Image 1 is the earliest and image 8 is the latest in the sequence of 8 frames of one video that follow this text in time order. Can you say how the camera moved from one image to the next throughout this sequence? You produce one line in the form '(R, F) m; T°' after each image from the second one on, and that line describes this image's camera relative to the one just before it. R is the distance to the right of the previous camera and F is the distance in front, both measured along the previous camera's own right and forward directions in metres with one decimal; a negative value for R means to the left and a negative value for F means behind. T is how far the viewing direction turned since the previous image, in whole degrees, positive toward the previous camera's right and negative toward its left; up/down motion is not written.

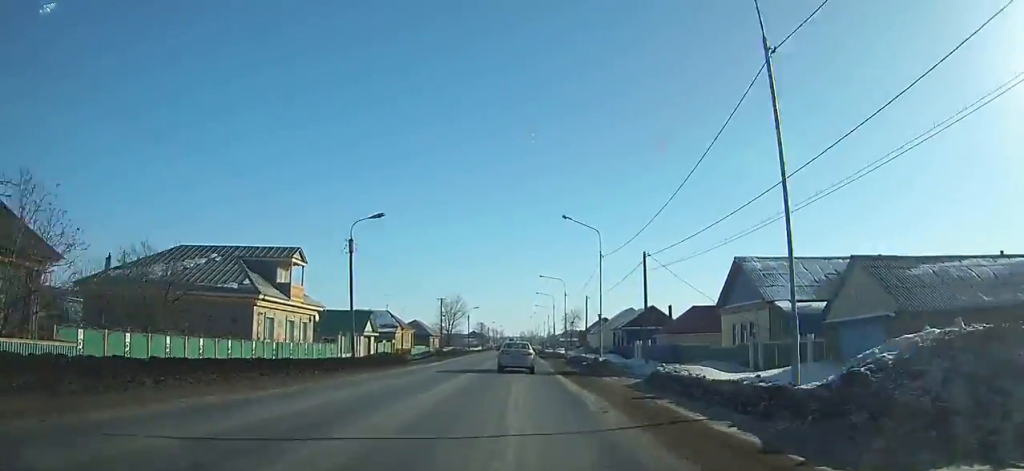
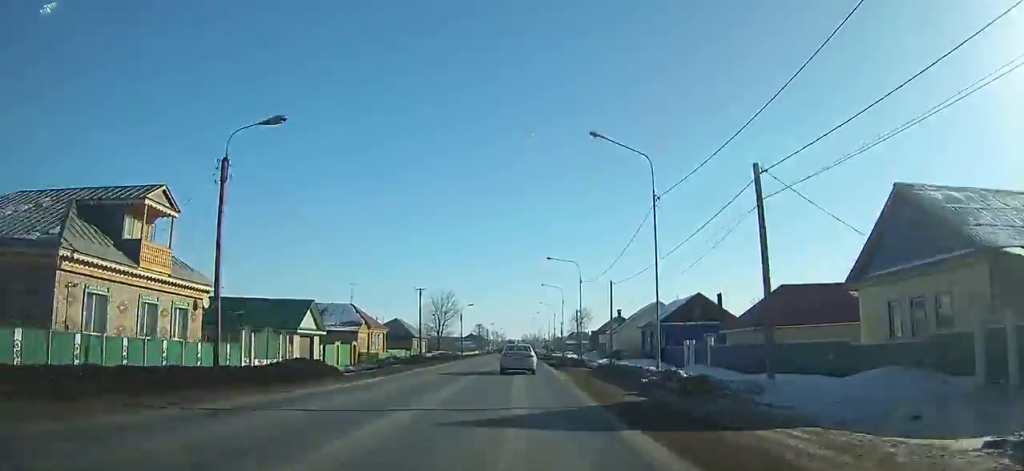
(-0.1, +17.0) m; 0°
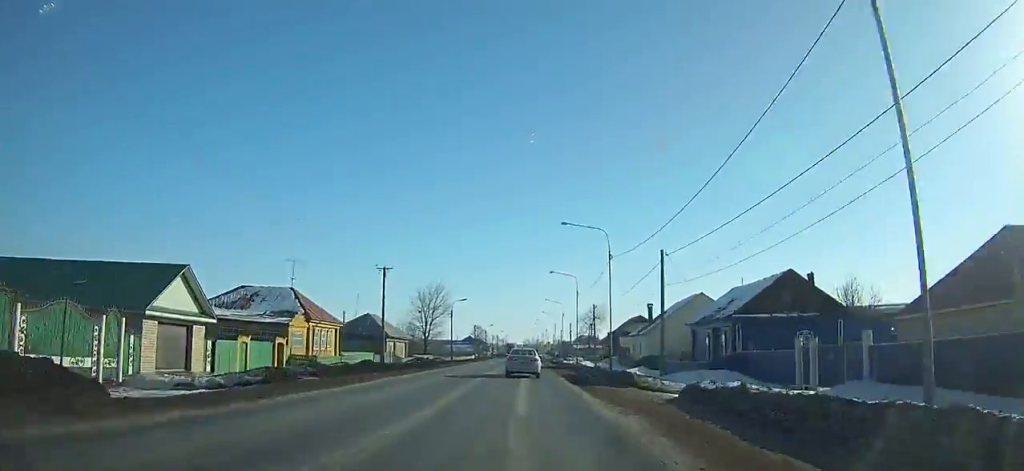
(0.0, +17.1) m; 0°
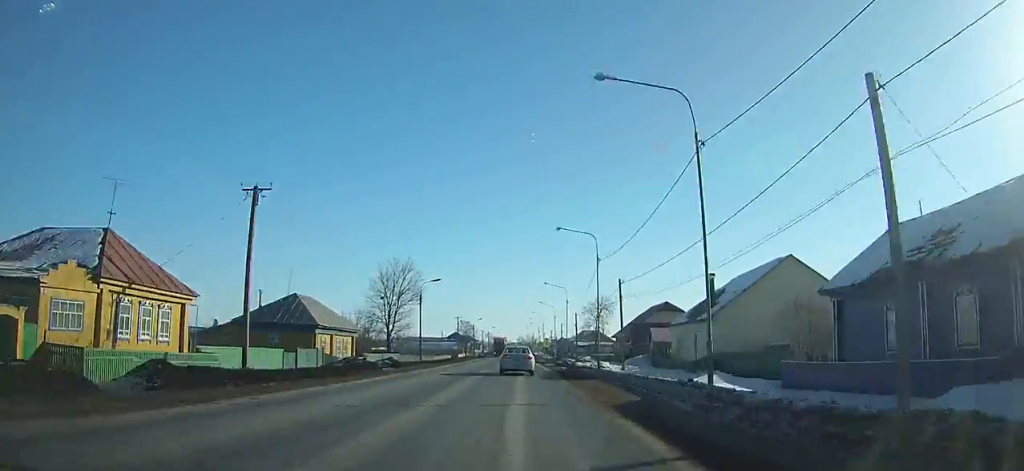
(0.0, +20.9) m; 0°
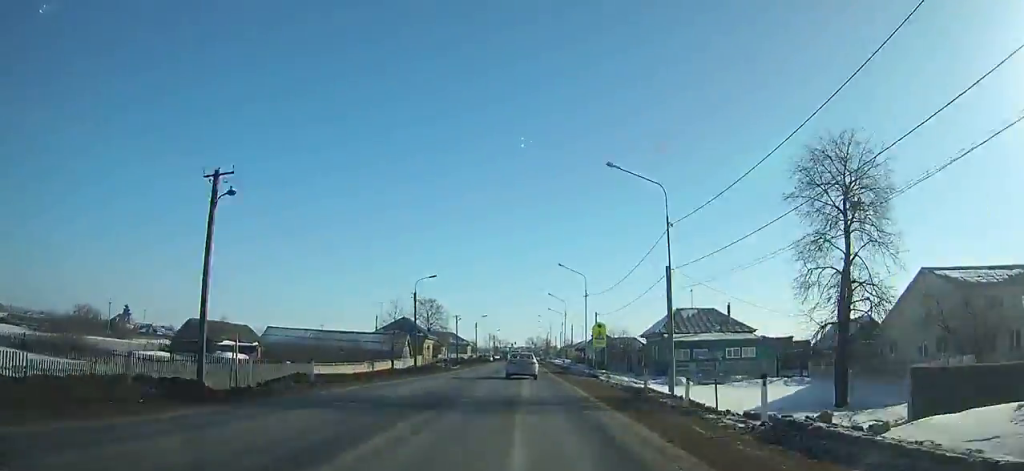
(+0.3, +80.9) m; +1°
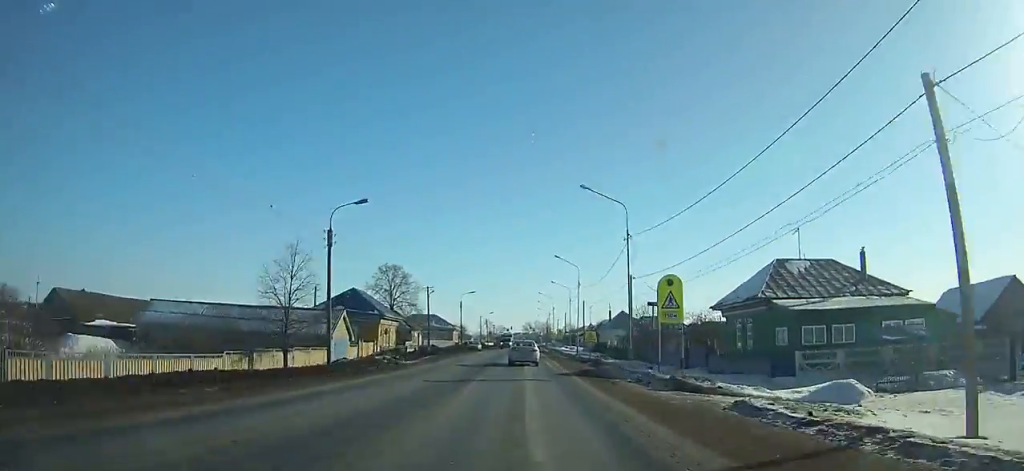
(0.0, +24.6) m; 0°
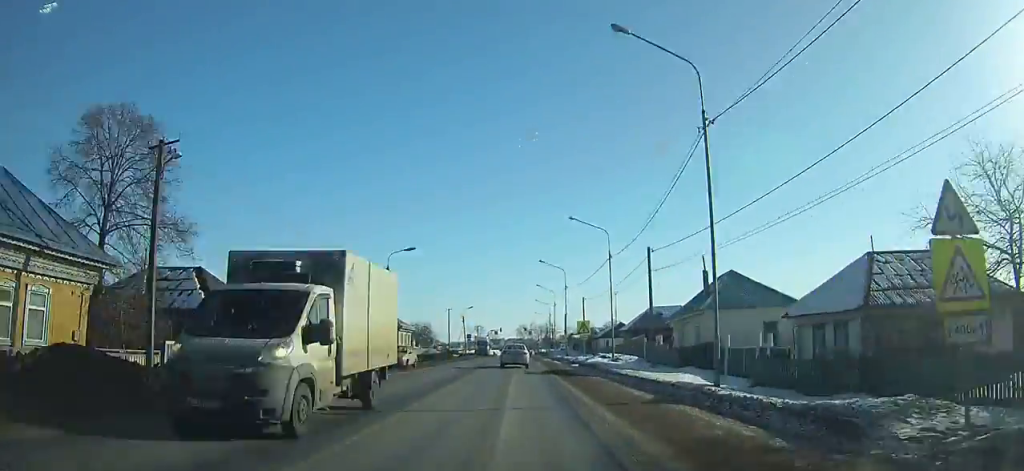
(+0.1, +47.0) m; 0°
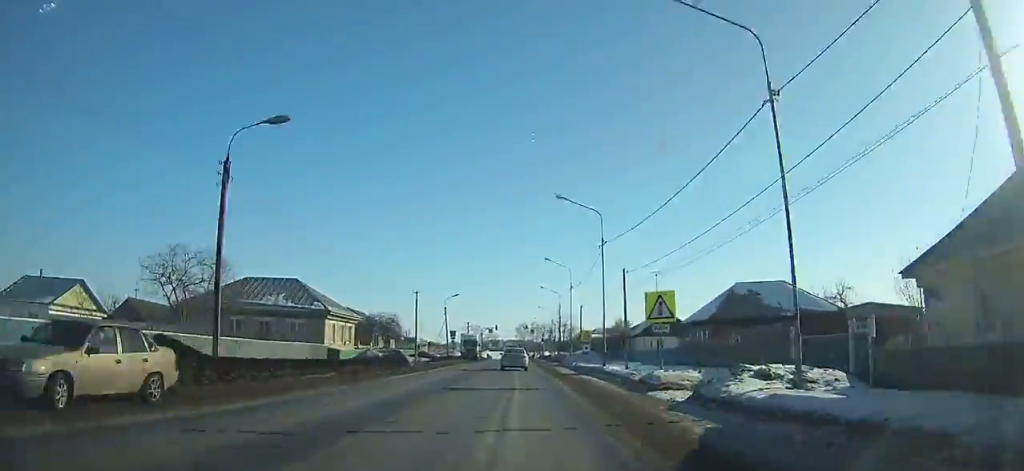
(0.0, +27.6) m; 0°
